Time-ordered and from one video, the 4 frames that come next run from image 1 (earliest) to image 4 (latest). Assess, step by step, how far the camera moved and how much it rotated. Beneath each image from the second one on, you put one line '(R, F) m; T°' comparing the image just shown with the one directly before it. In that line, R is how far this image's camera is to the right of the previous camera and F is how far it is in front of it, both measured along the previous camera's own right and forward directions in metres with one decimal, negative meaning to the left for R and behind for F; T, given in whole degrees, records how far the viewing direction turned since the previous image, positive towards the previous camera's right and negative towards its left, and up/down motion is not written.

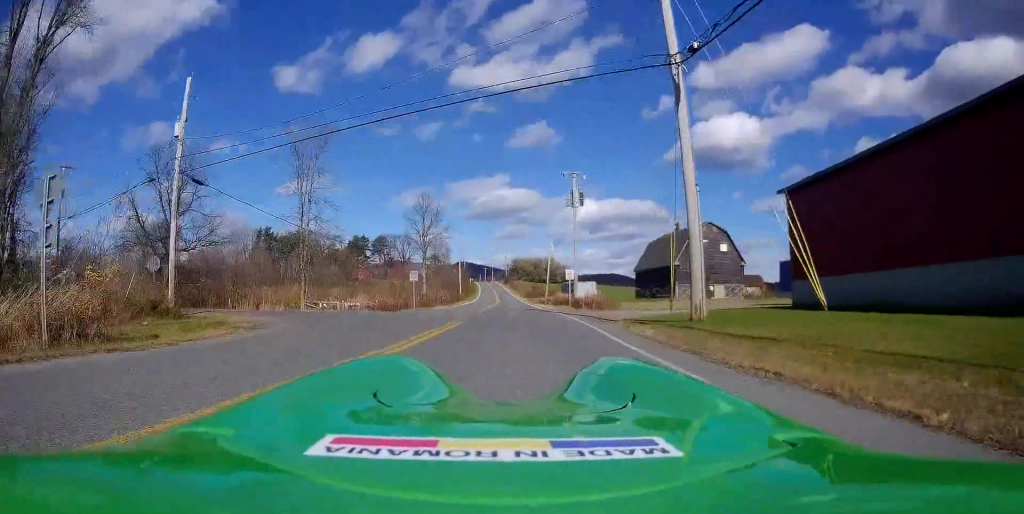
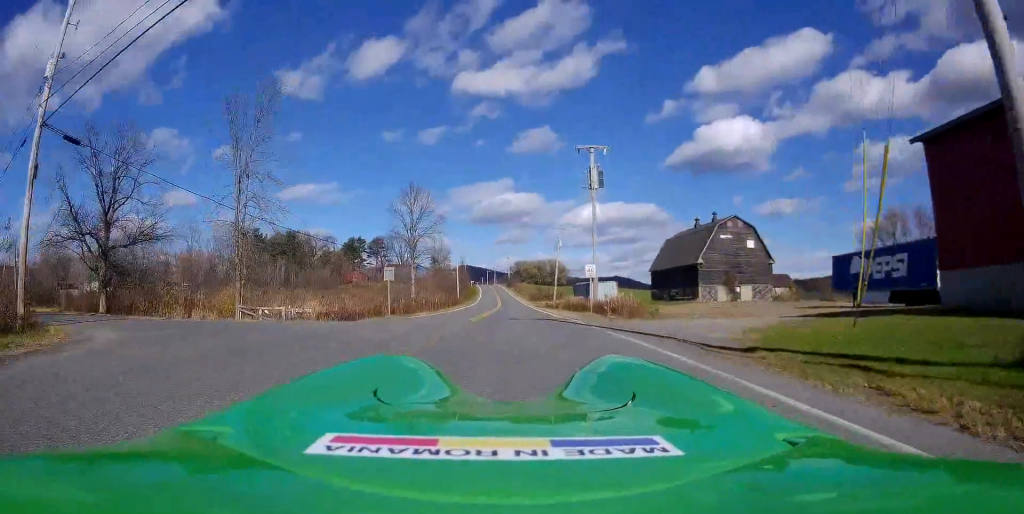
(-0.3, +9.9) m; 0°
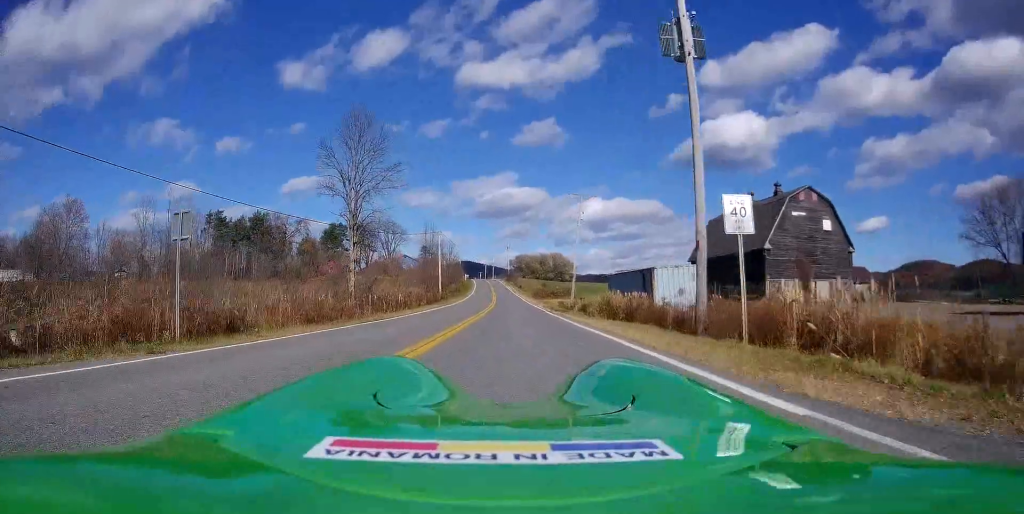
(-0.2, +21.8) m; -3°
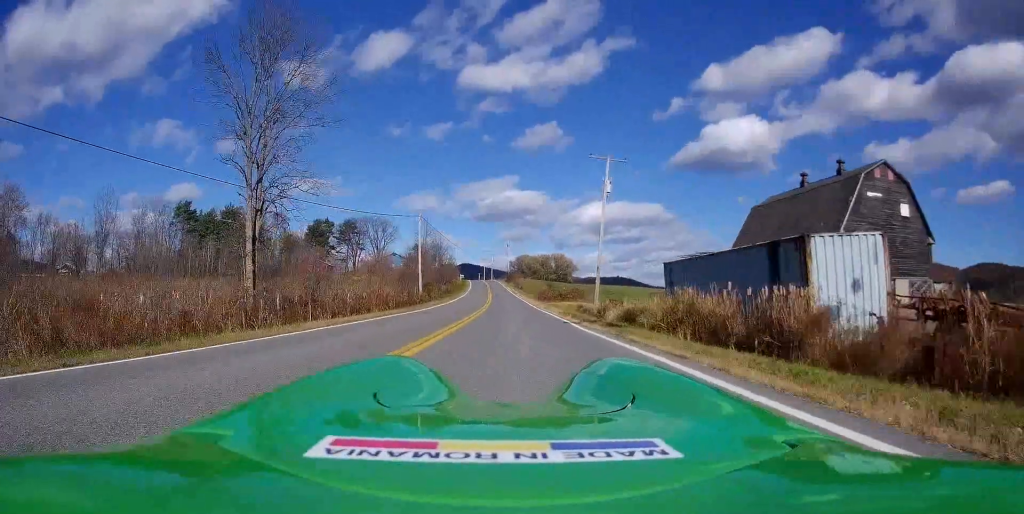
(-0.3, +14.6) m; -1°
